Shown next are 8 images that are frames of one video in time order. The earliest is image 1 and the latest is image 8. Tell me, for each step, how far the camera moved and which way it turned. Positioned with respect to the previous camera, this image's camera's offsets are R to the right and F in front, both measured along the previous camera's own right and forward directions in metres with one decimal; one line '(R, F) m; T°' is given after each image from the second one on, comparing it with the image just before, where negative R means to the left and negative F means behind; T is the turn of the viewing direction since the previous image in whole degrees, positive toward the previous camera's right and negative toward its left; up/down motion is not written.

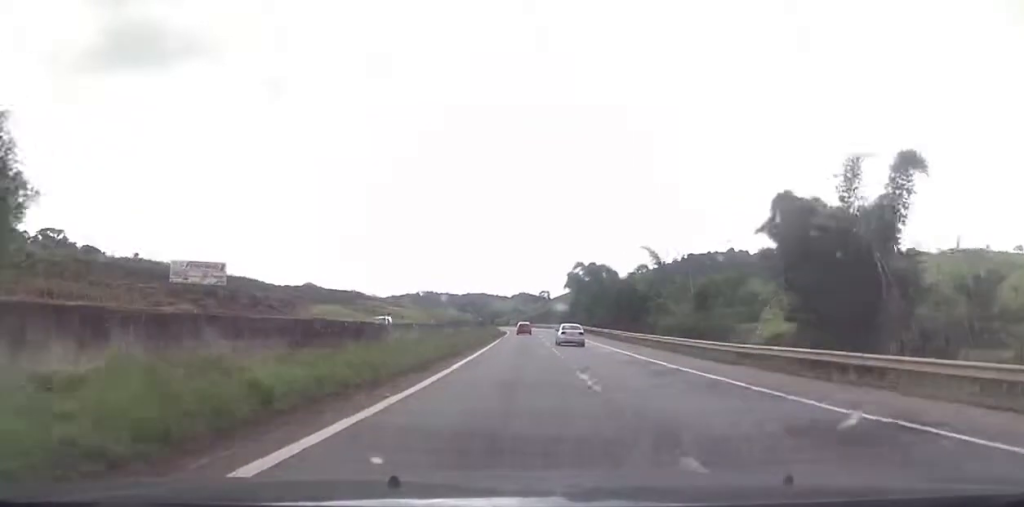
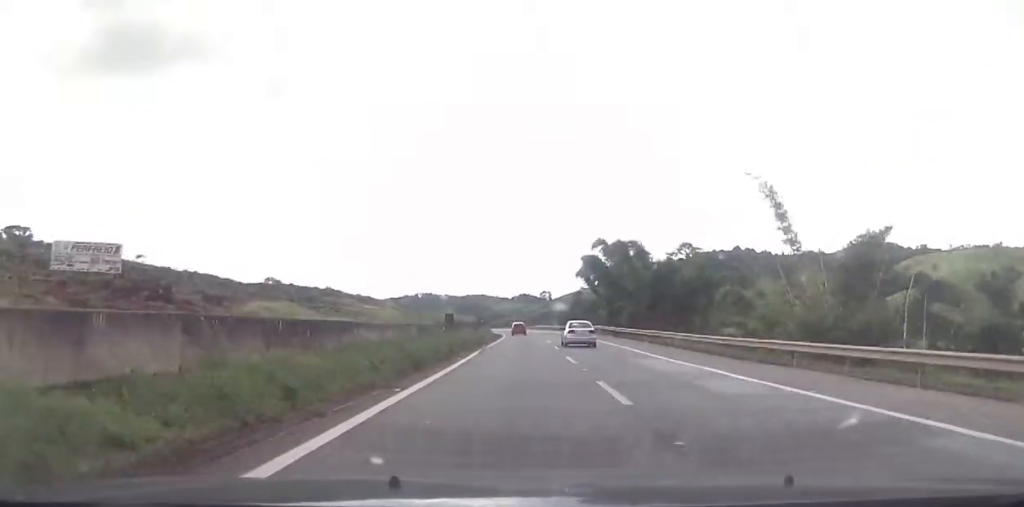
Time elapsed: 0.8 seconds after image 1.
(-0.2, +27.7) m; 0°
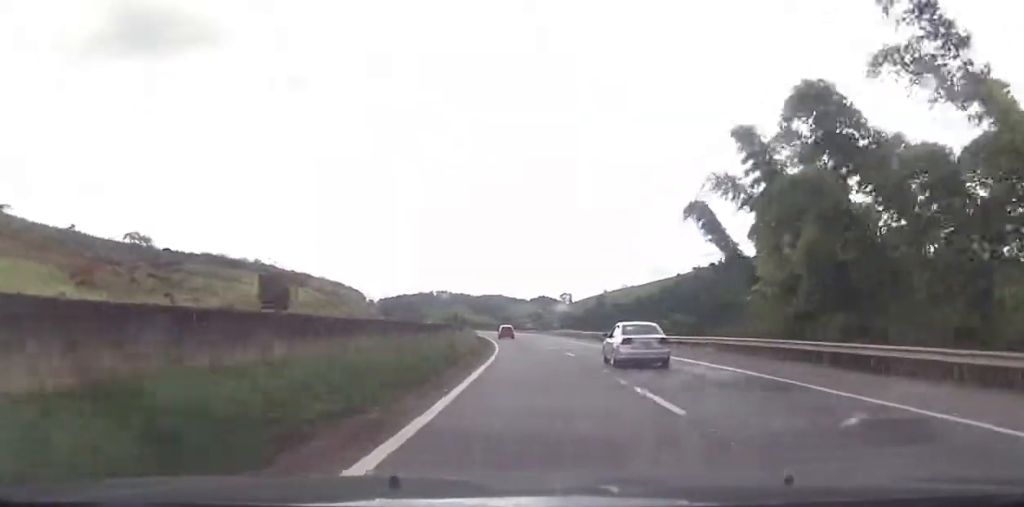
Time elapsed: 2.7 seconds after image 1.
(+0.7, +61.4) m; 0°
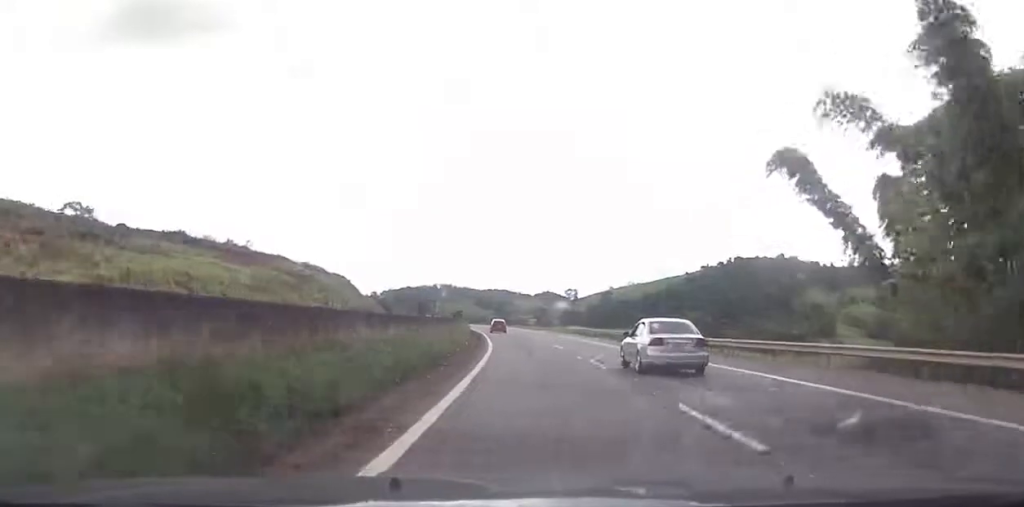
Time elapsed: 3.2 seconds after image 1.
(-0.1, +15.2) m; -1°
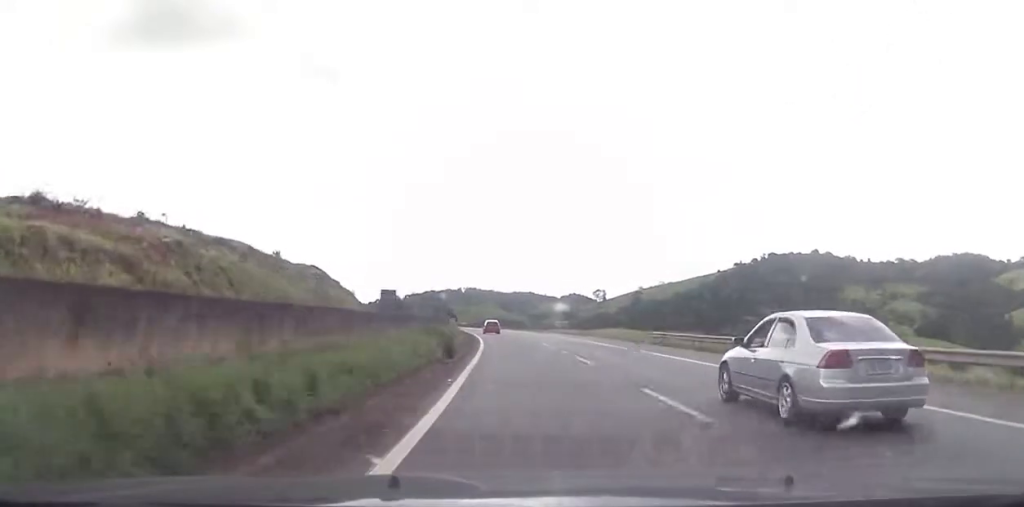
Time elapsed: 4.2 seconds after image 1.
(-0.6, +34.6) m; -1°
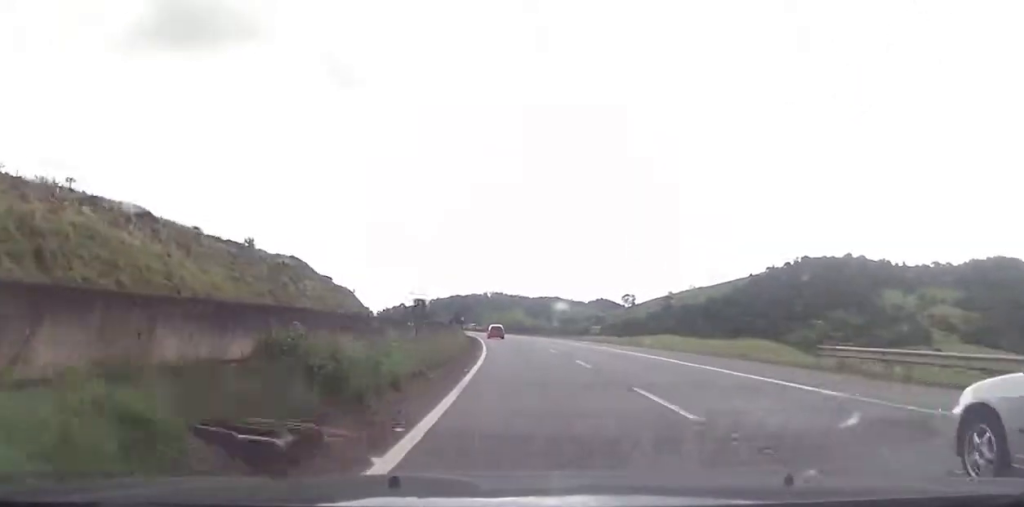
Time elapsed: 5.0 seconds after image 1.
(-0.1, +23.6) m; -1°
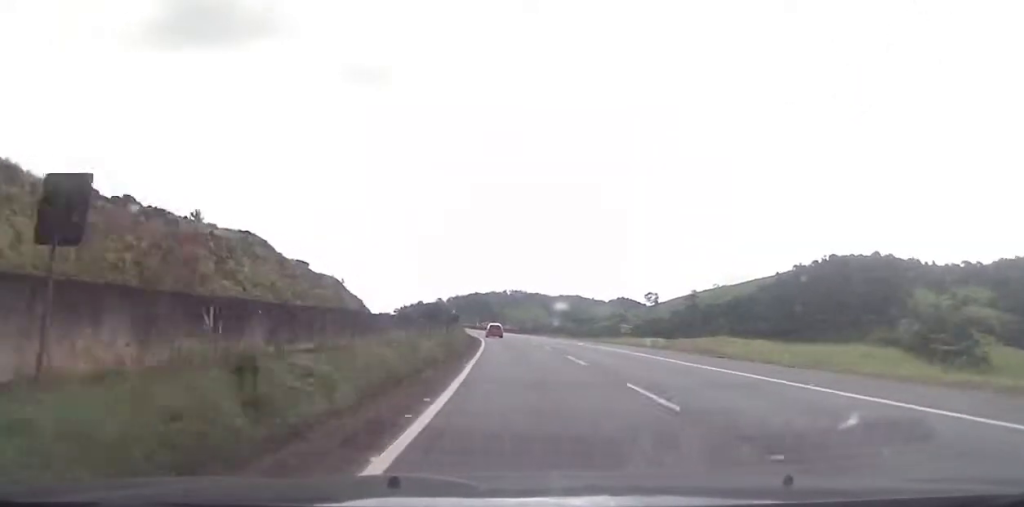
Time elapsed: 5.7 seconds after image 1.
(-0.2, +23.4) m; -1°
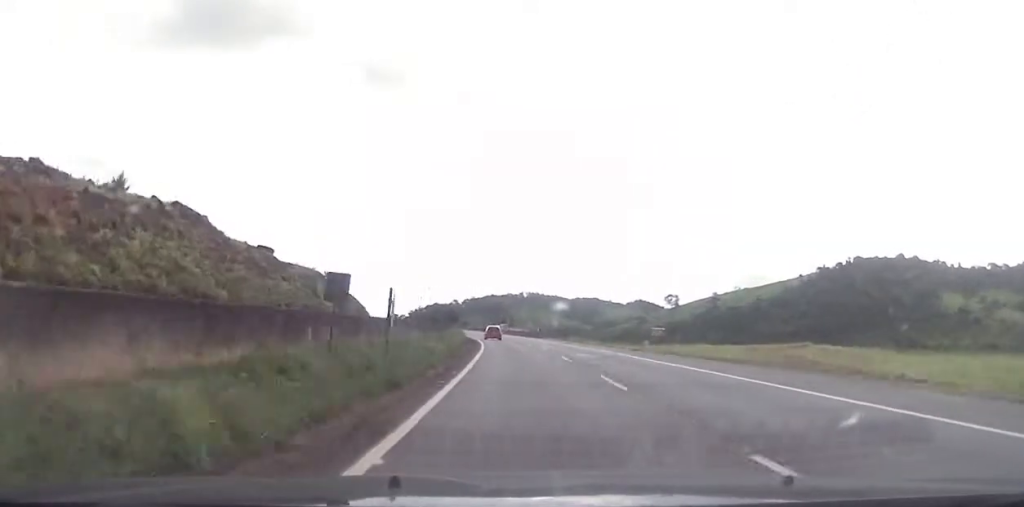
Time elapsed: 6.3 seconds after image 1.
(-0.5, +20.2) m; -1°
